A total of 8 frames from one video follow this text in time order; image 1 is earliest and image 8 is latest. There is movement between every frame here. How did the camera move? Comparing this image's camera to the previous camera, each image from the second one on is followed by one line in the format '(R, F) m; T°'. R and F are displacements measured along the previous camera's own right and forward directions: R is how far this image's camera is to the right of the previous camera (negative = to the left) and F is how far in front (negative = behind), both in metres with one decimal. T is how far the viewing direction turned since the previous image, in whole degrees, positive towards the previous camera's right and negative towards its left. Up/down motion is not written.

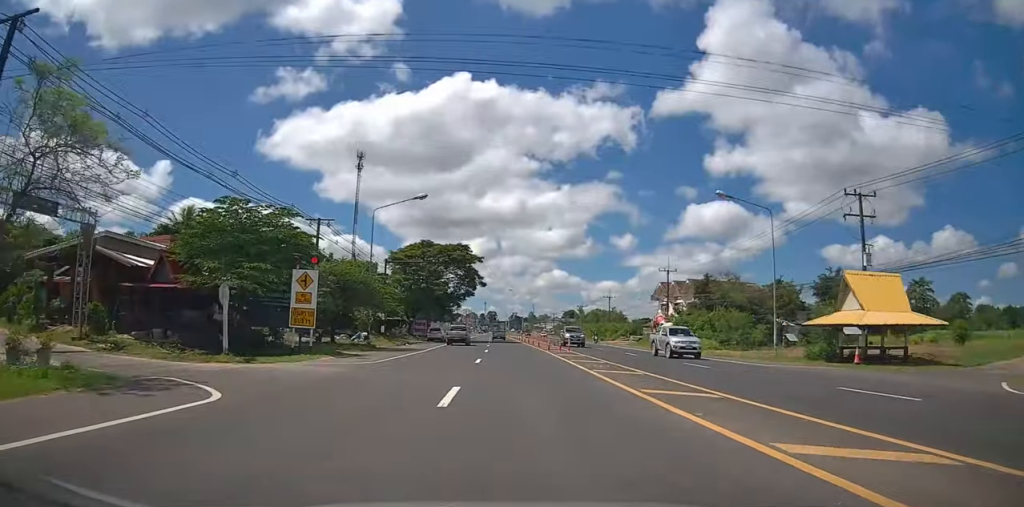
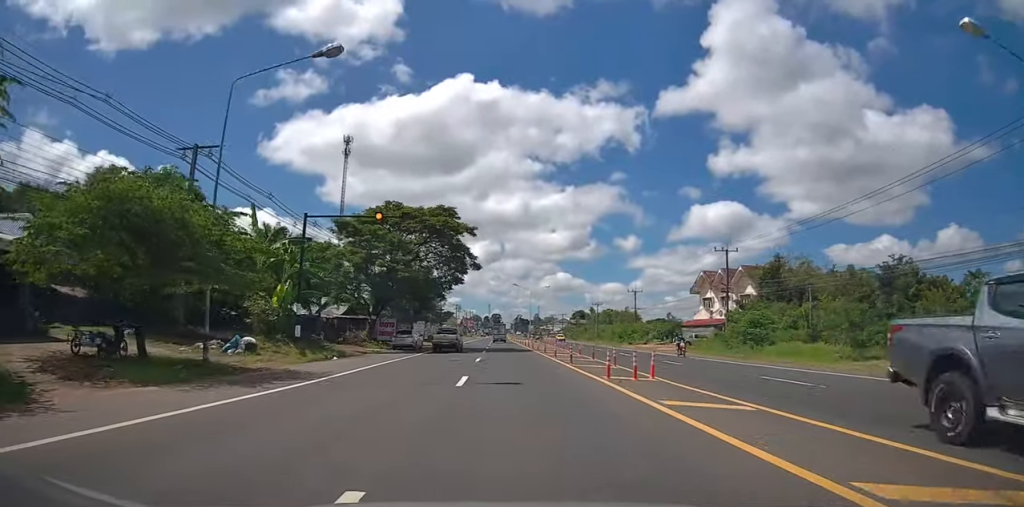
(0.0, +19.7) m; +1°
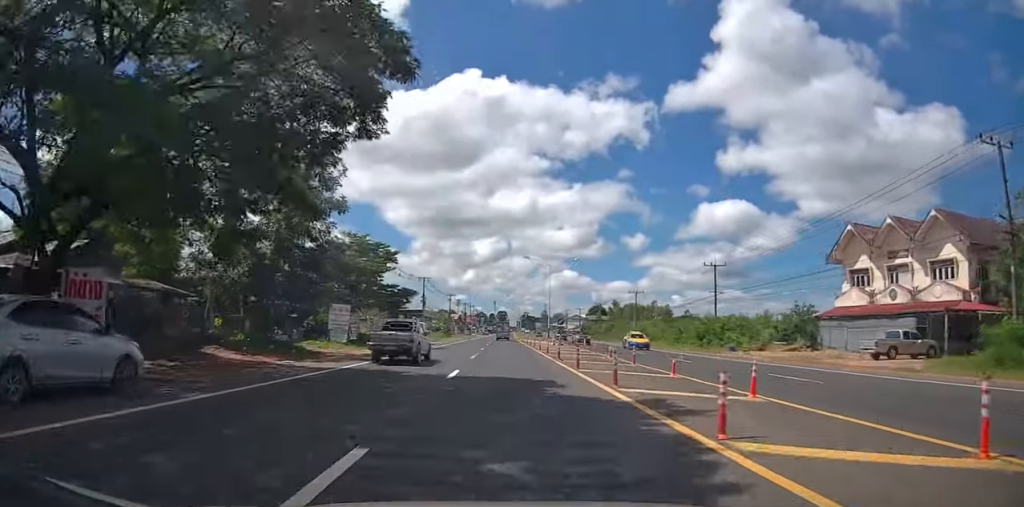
(-0.1, +34.9) m; -1°
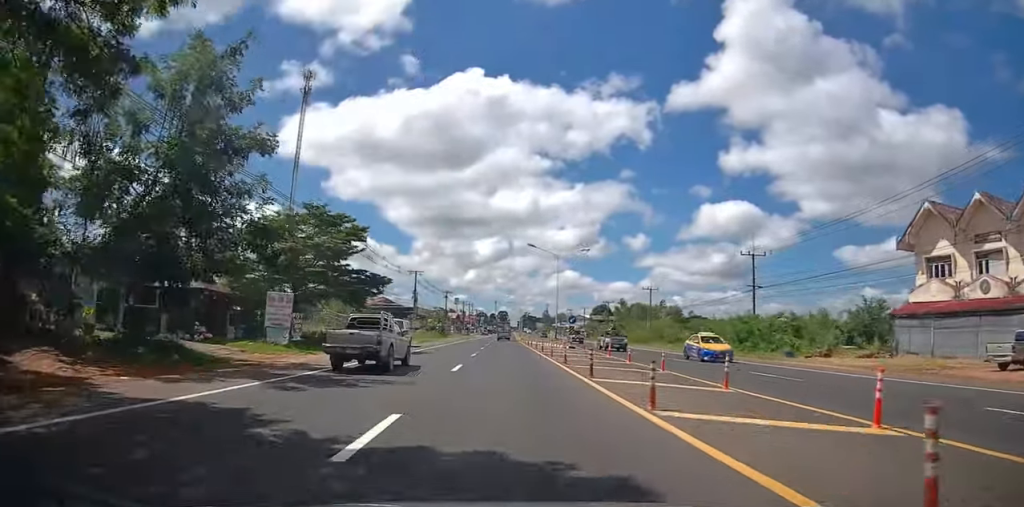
(-0.1, +9.5) m; 0°
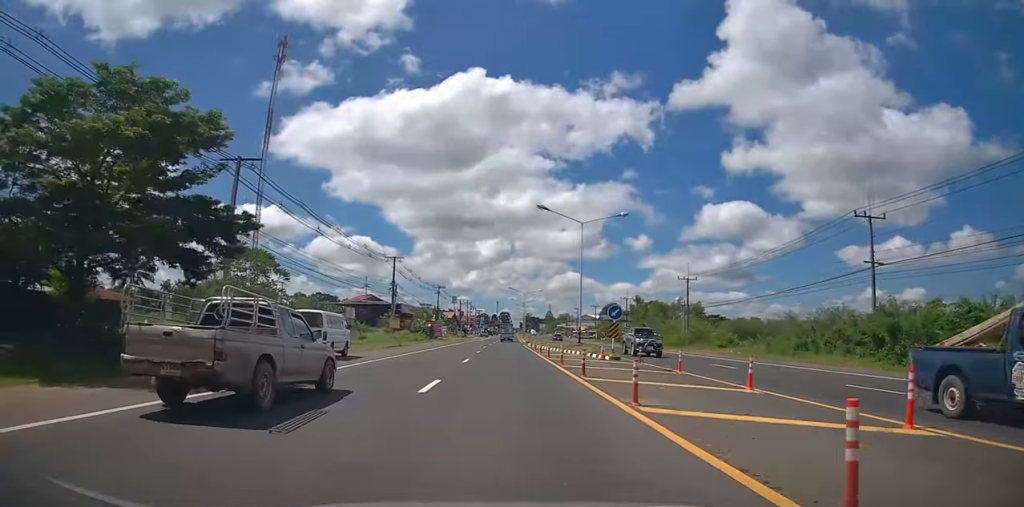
(+0.1, +17.7) m; +1°
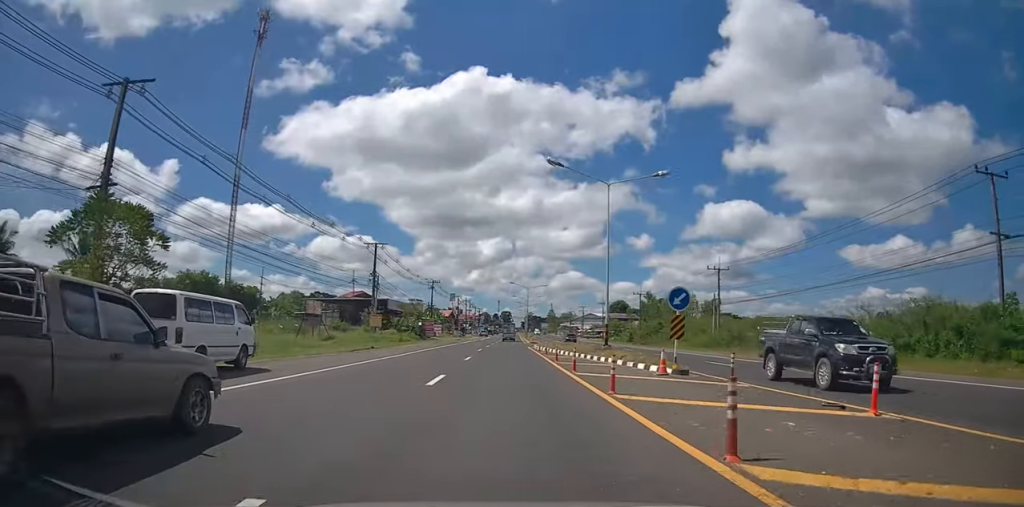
(+0.3, +10.5) m; 0°
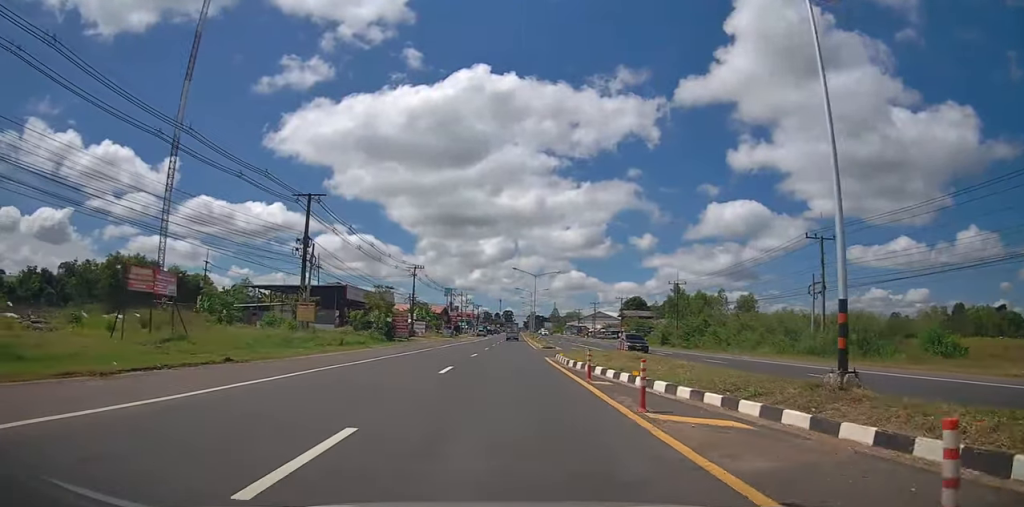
(-0.4, +20.9) m; -2°
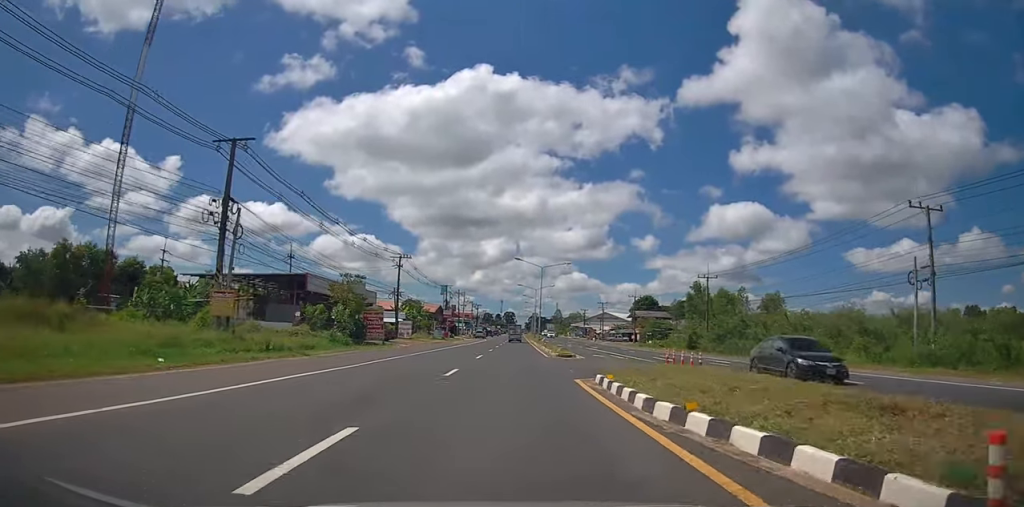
(-0.1, +11.8) m; 0°
